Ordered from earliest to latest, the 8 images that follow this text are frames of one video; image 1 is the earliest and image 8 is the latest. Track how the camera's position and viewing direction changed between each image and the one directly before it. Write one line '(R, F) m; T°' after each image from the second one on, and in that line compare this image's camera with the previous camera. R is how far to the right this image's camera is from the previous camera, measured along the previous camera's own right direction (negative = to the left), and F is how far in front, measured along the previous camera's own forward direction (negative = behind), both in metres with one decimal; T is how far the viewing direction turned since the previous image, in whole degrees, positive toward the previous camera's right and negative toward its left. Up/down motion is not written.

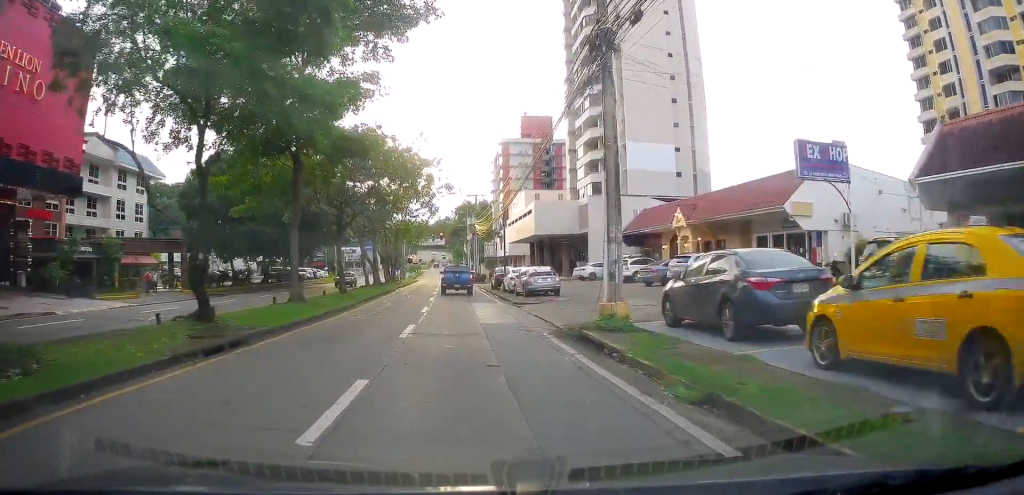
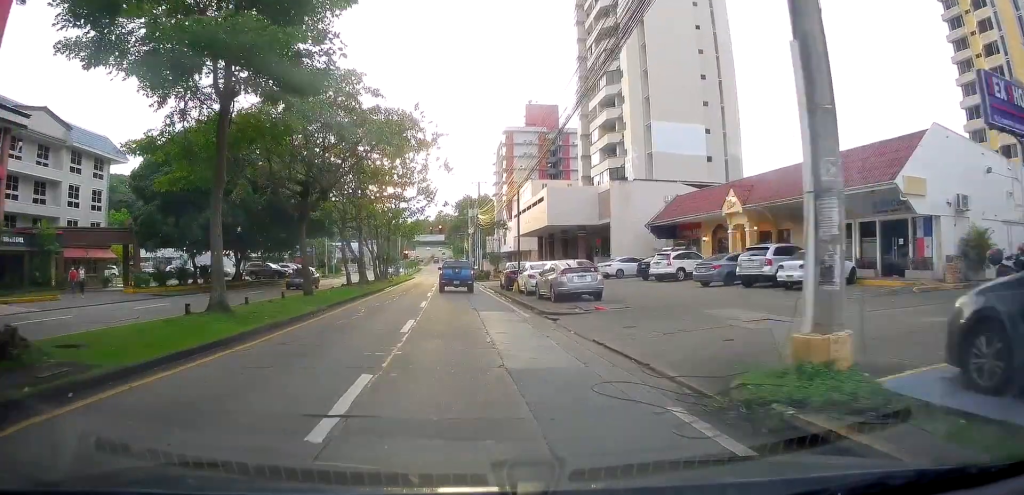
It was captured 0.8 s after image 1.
(0.0, +7.7) m; -1°
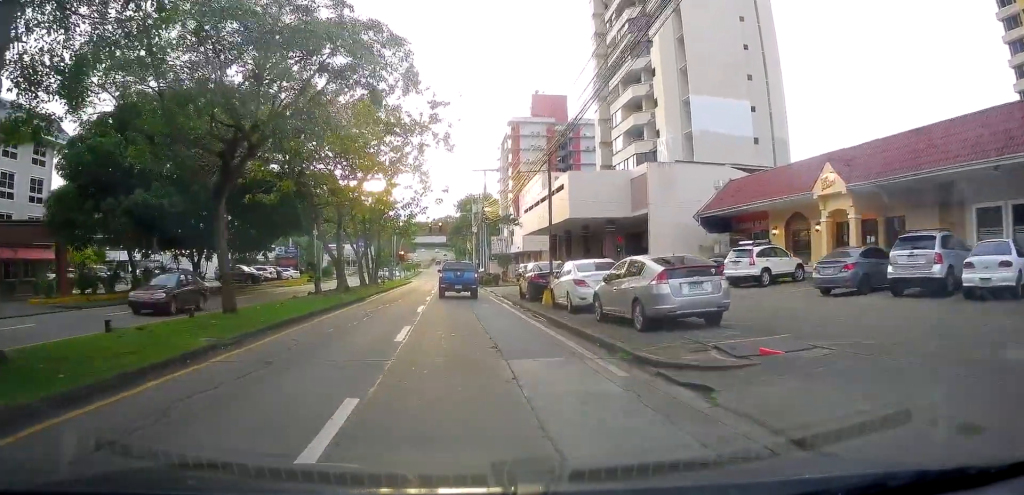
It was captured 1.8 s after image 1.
(-0.1, +8.8) m; -1°
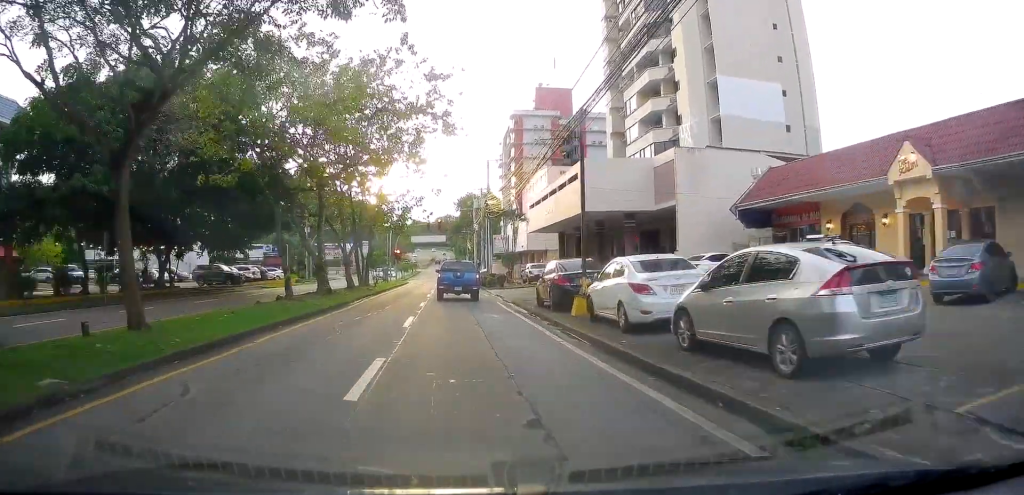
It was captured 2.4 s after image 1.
(+0.1, +5.1) m; -1°
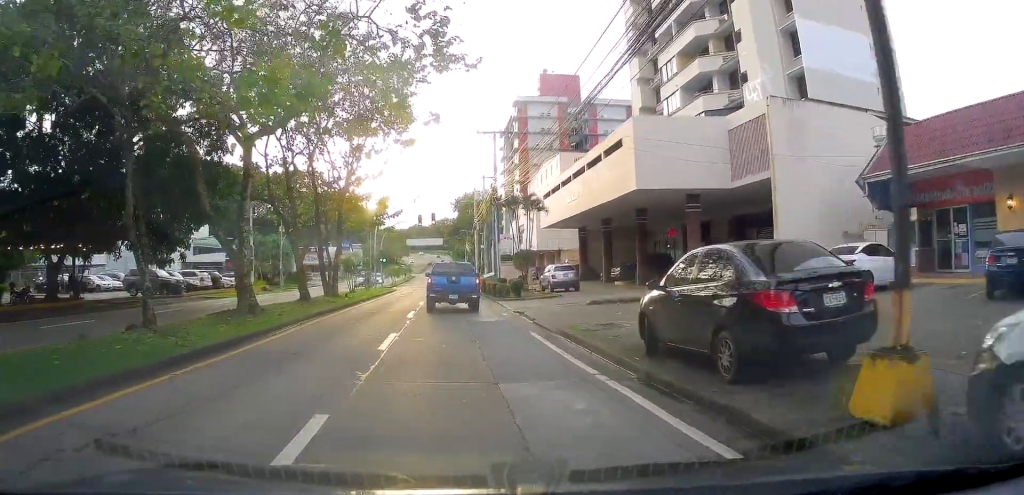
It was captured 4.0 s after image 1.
(-0.5, +11.0) m; -1°
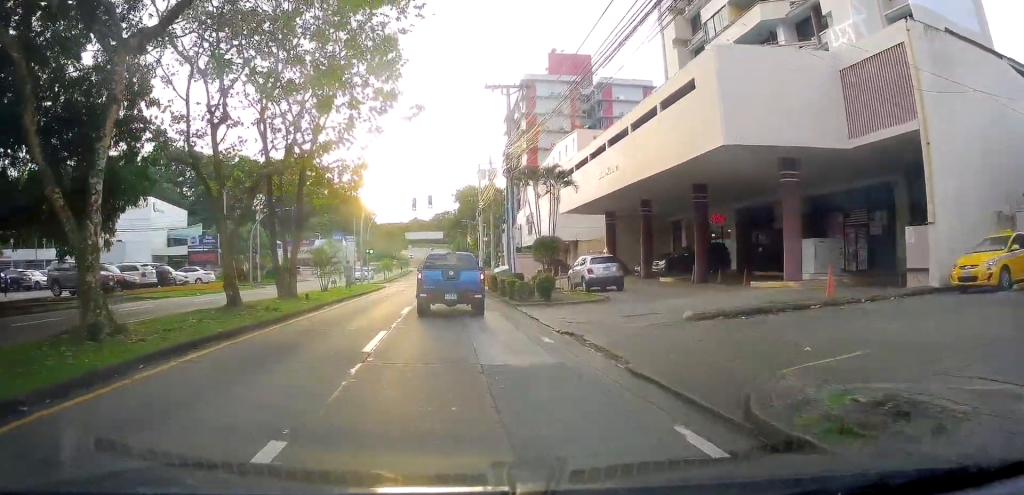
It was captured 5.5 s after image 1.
(+0.3, +8.9) m; +3°
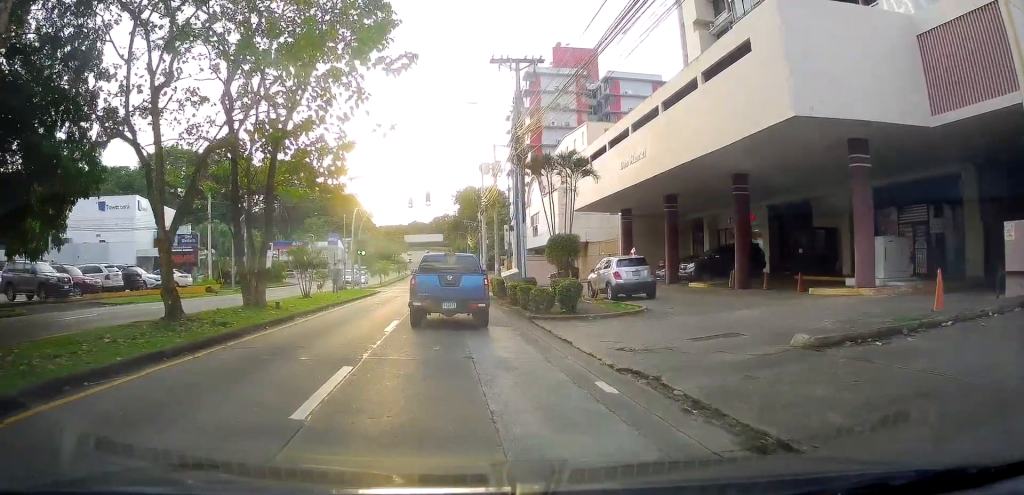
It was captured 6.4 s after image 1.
(0.0, +4.2) m; 0°
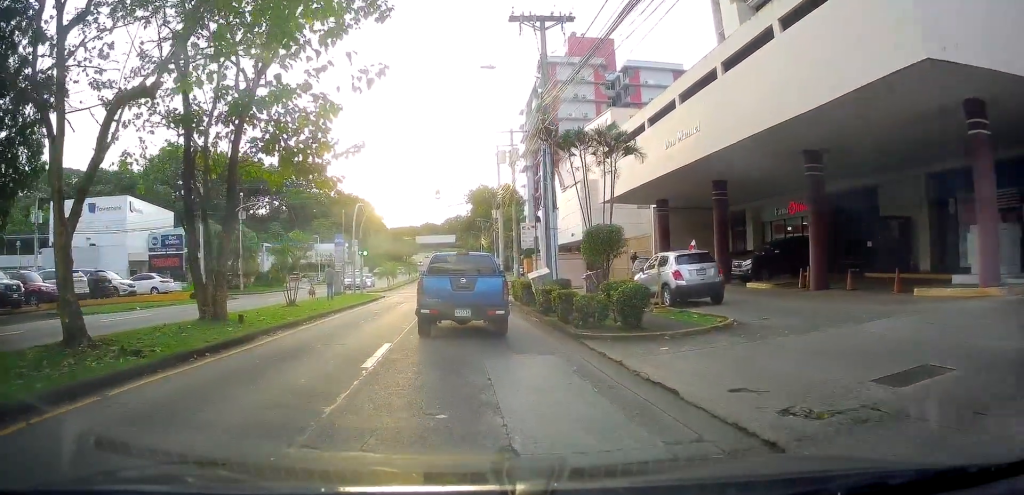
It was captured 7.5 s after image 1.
(0.0, +4.8) m; -1°
